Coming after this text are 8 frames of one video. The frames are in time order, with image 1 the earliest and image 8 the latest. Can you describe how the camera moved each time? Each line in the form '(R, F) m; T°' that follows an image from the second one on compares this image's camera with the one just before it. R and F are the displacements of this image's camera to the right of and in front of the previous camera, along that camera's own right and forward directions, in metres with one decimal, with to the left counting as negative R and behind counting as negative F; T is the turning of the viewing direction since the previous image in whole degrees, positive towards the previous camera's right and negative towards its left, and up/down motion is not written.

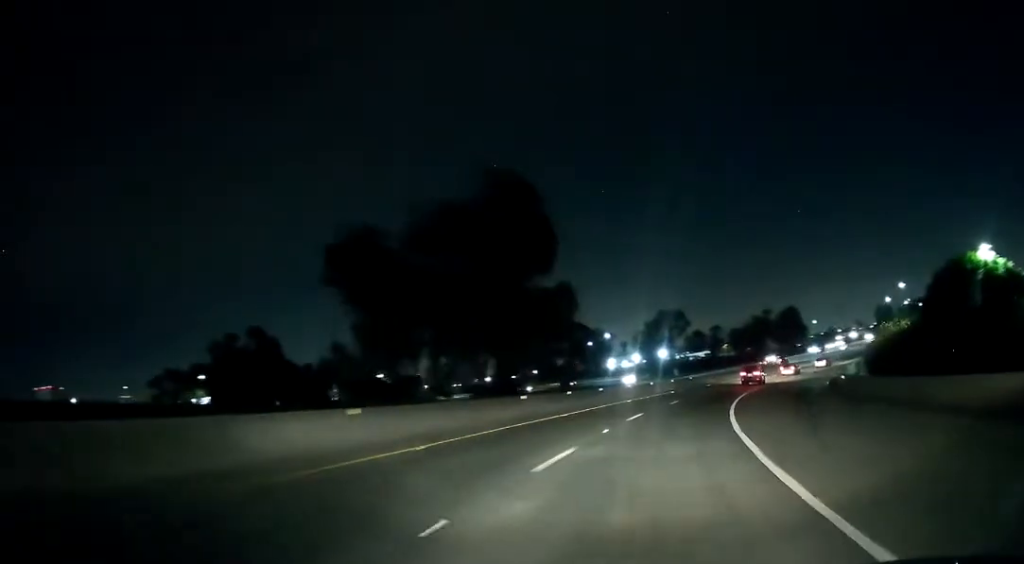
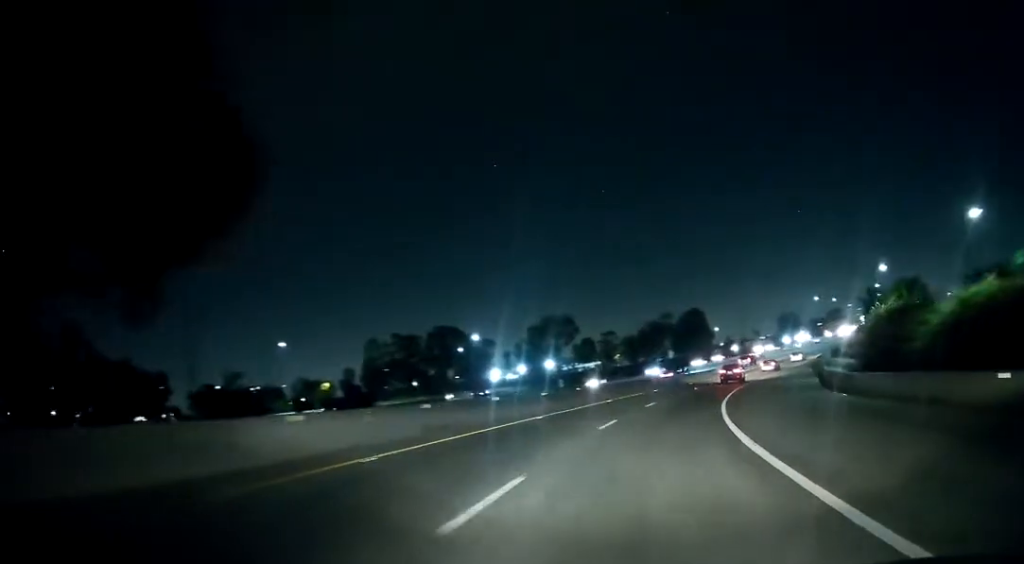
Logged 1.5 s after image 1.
(+2.4, +34.8) m; +7°
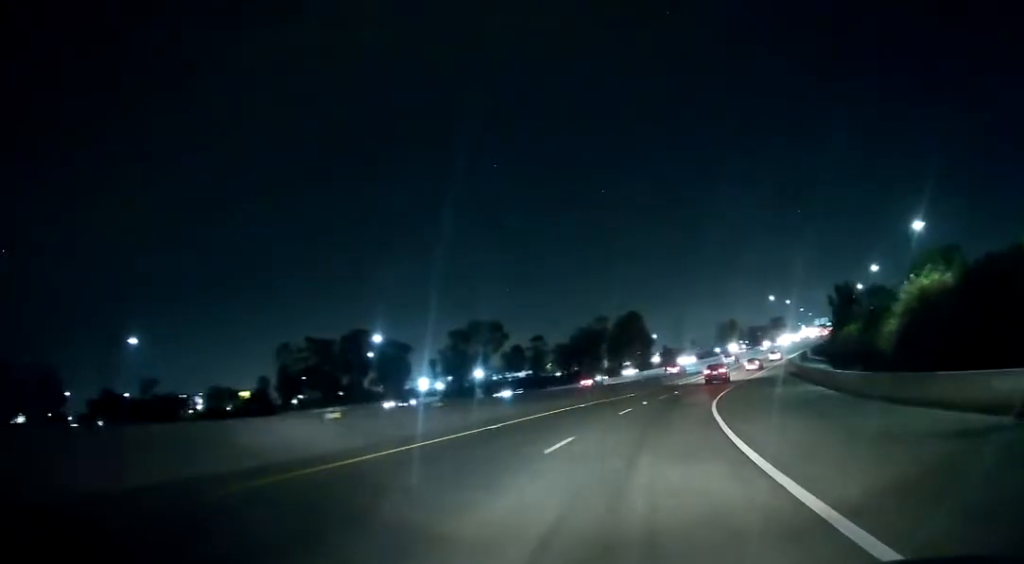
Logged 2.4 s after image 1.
(+0.6, +20.7) m; +4°
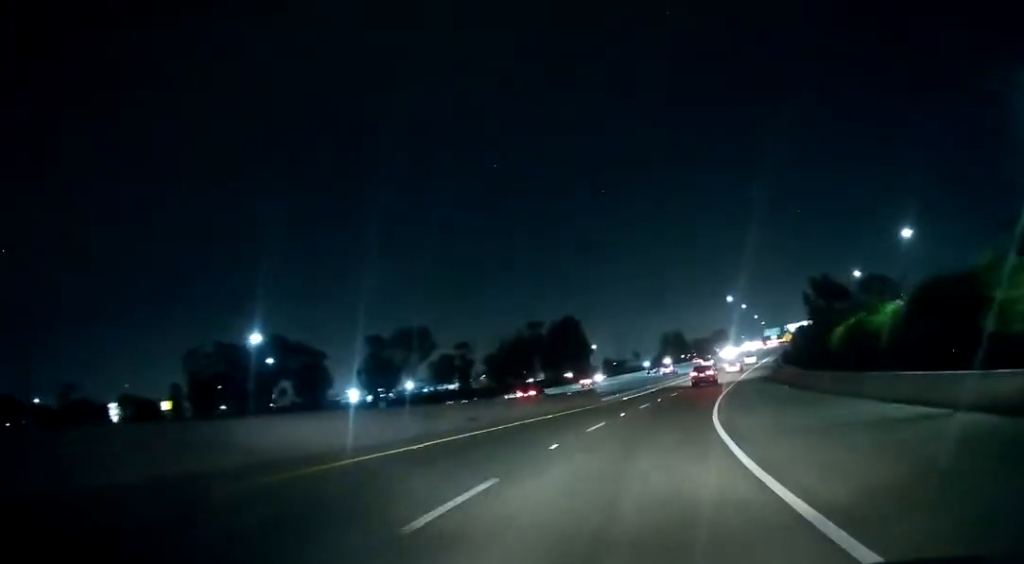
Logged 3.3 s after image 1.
(+0.8, +21.9) m; +5°
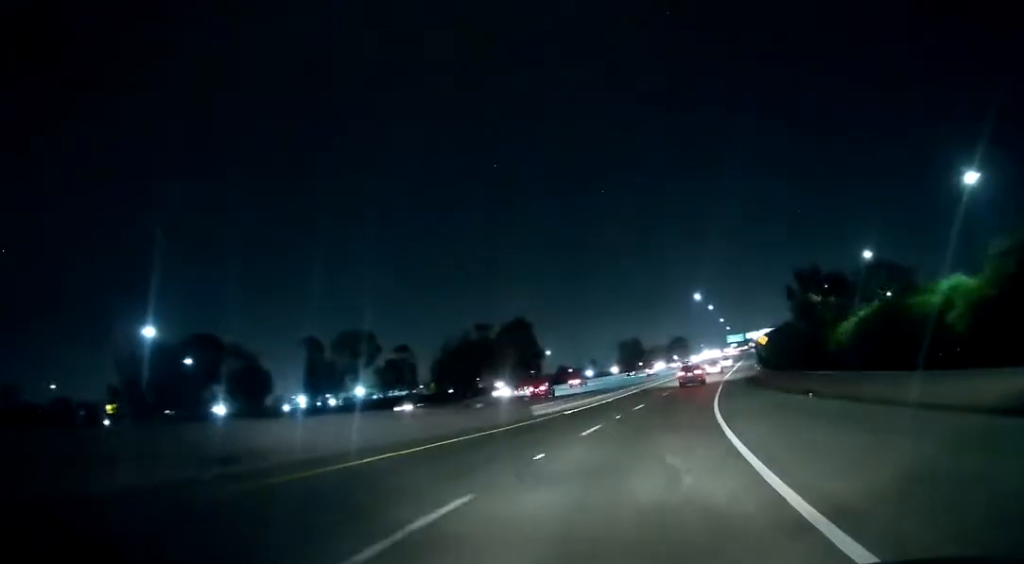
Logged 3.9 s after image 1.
(+0.8, +16.4) m; +2°
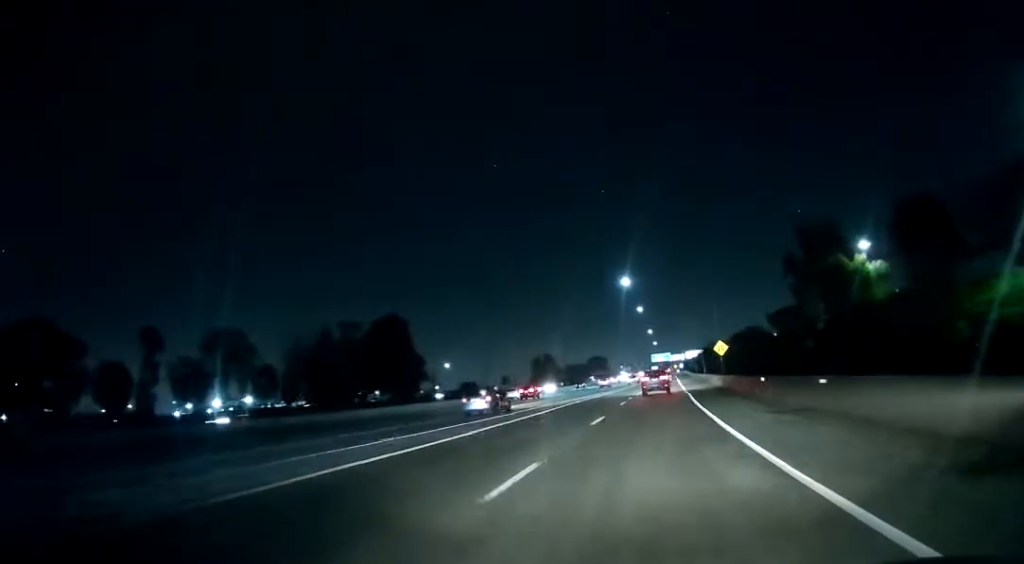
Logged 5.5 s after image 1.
(+1.6, +39.5) m; +5°
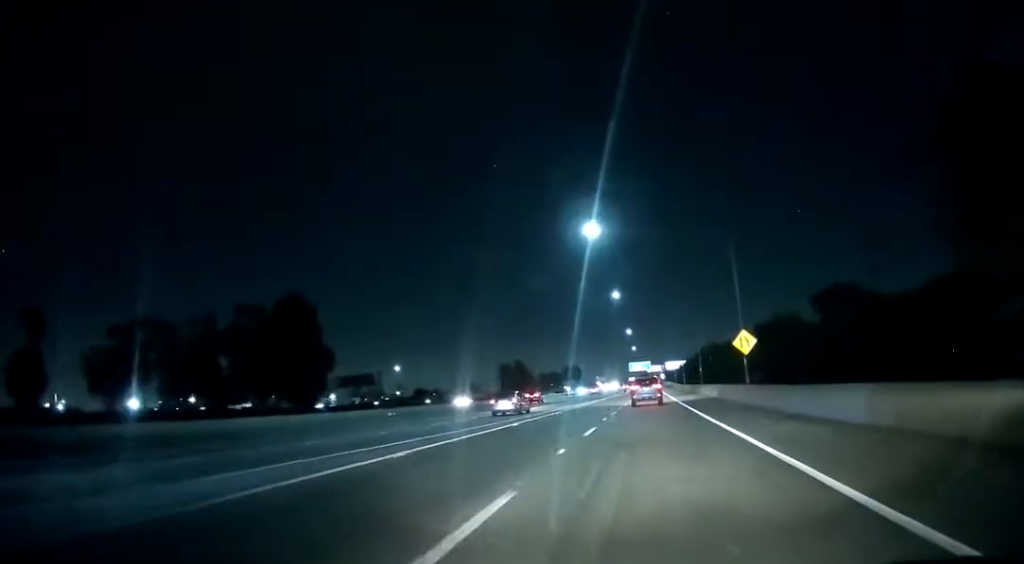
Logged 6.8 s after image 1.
(+1.1, +32.6) m; +3°
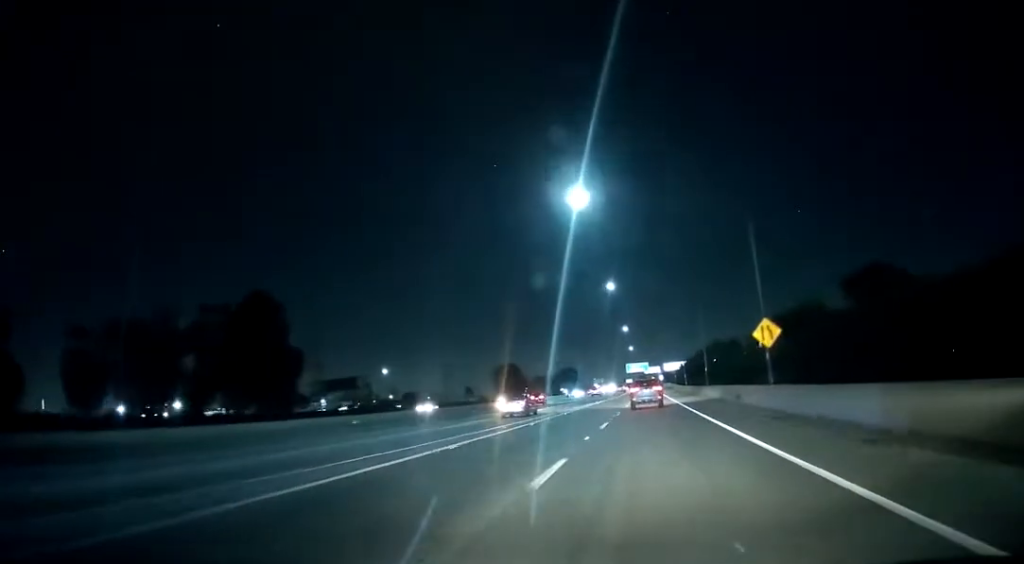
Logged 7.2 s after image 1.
(0.0, +10.3) m; 0°
